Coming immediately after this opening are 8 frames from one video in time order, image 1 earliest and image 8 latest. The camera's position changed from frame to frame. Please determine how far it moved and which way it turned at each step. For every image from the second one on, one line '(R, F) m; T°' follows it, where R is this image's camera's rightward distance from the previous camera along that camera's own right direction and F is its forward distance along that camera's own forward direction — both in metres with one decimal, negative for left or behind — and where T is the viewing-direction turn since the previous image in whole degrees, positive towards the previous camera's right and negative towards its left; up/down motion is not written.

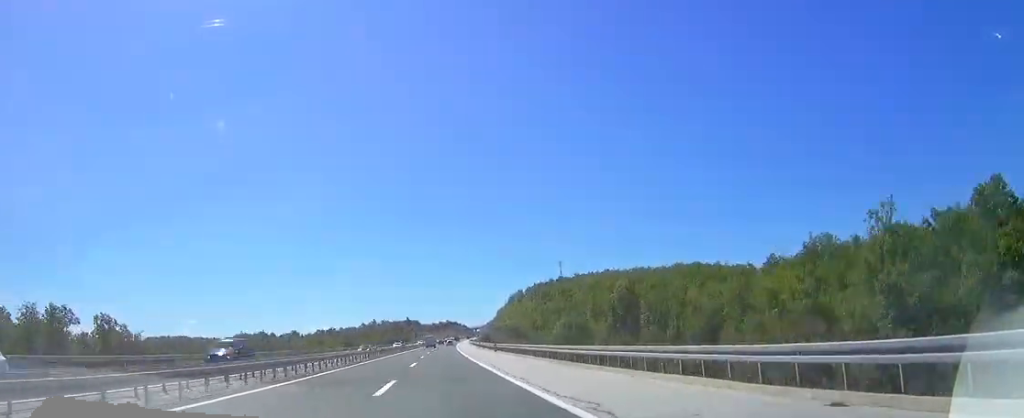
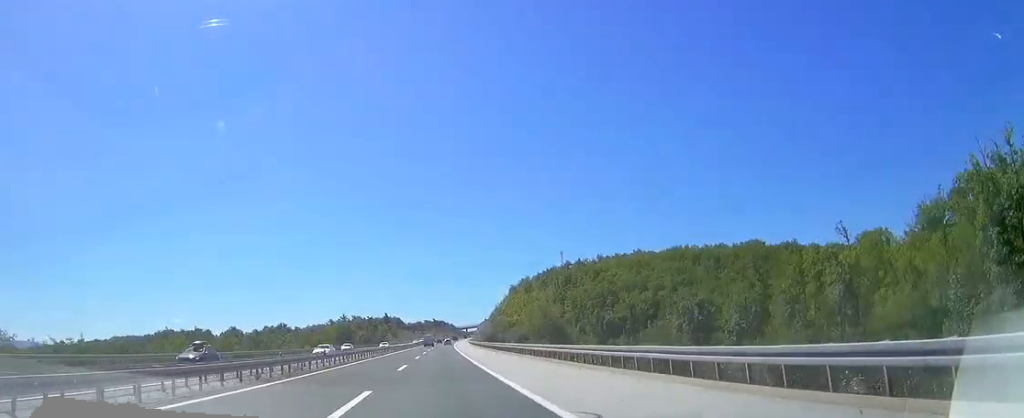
(-0.1, +62.7) m; 0°
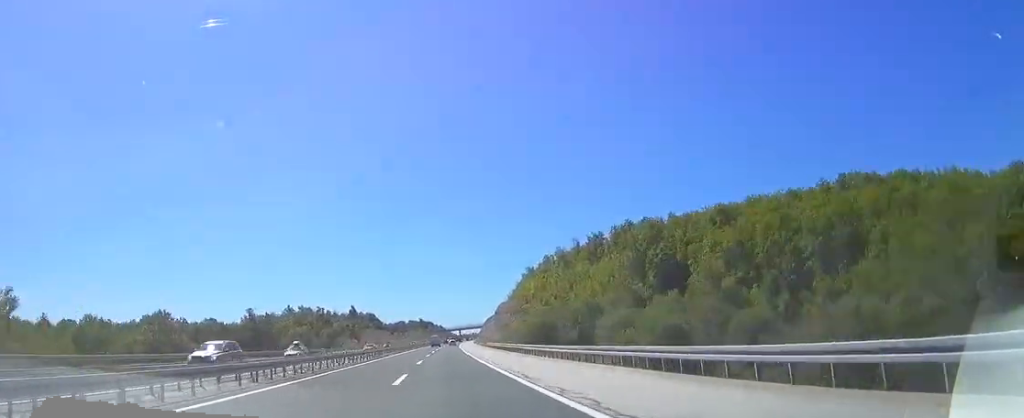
(+0.6, +74.0) m; +2°
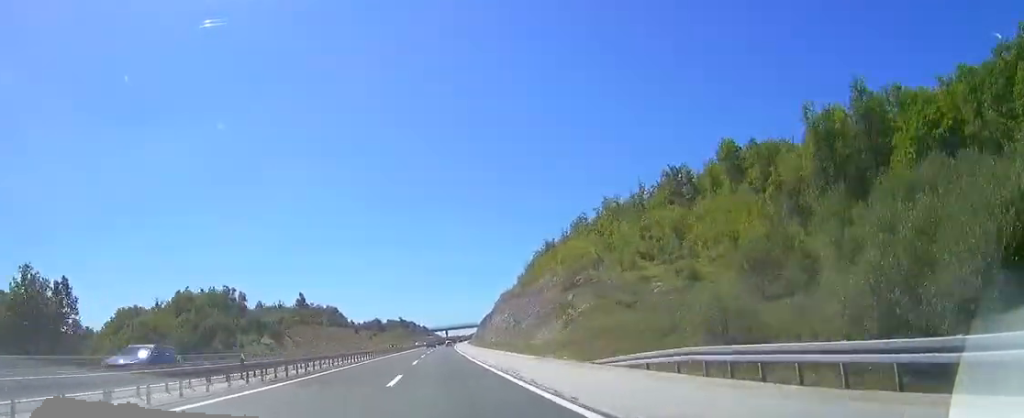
(-0.1, +56.2) m; +1°
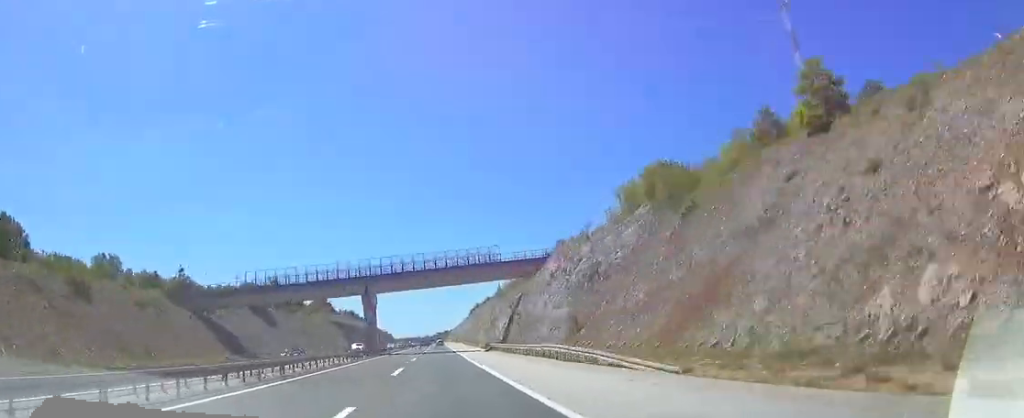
(+13.9, +372.6) m; +4°
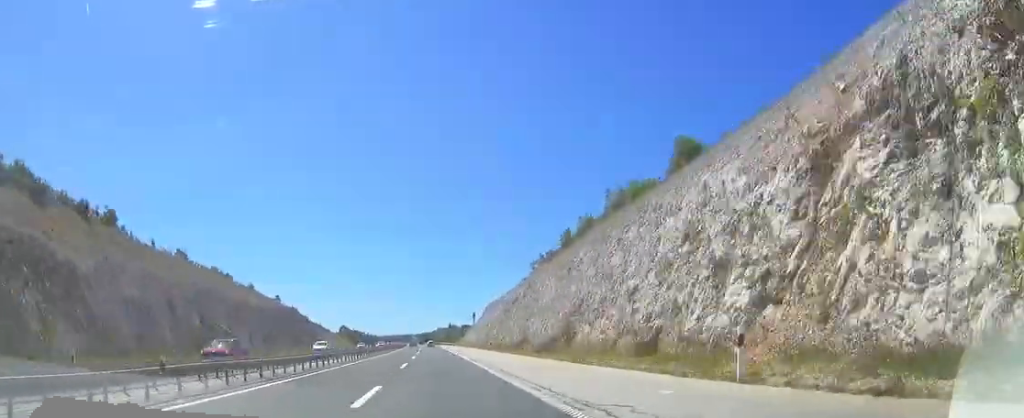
(+1.3, +264.9) m; 0°
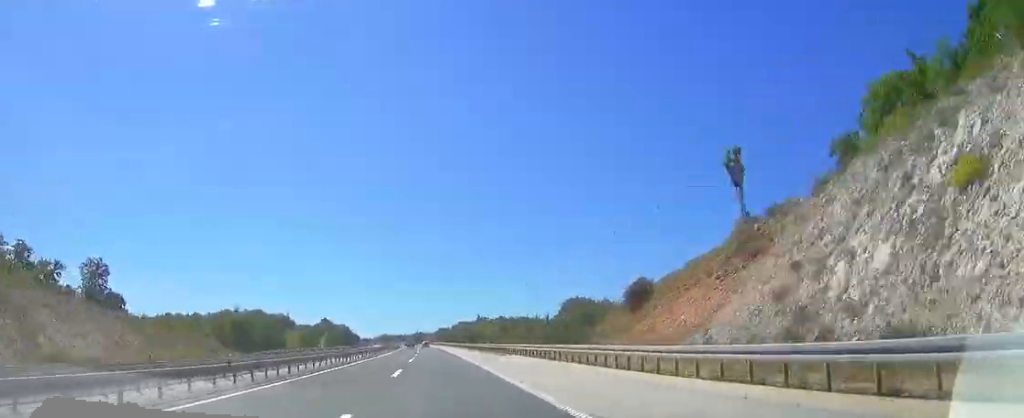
(-0.7, +144.6) m; -1°
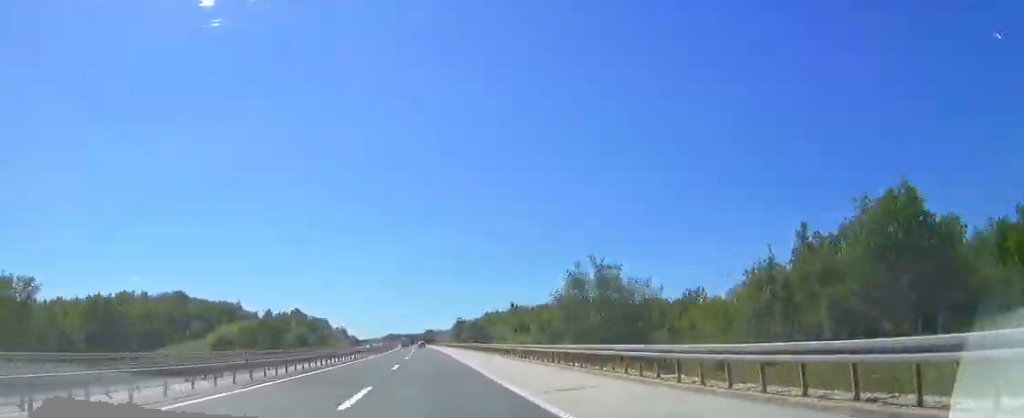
(-0.6, +85.0) m; -2°
